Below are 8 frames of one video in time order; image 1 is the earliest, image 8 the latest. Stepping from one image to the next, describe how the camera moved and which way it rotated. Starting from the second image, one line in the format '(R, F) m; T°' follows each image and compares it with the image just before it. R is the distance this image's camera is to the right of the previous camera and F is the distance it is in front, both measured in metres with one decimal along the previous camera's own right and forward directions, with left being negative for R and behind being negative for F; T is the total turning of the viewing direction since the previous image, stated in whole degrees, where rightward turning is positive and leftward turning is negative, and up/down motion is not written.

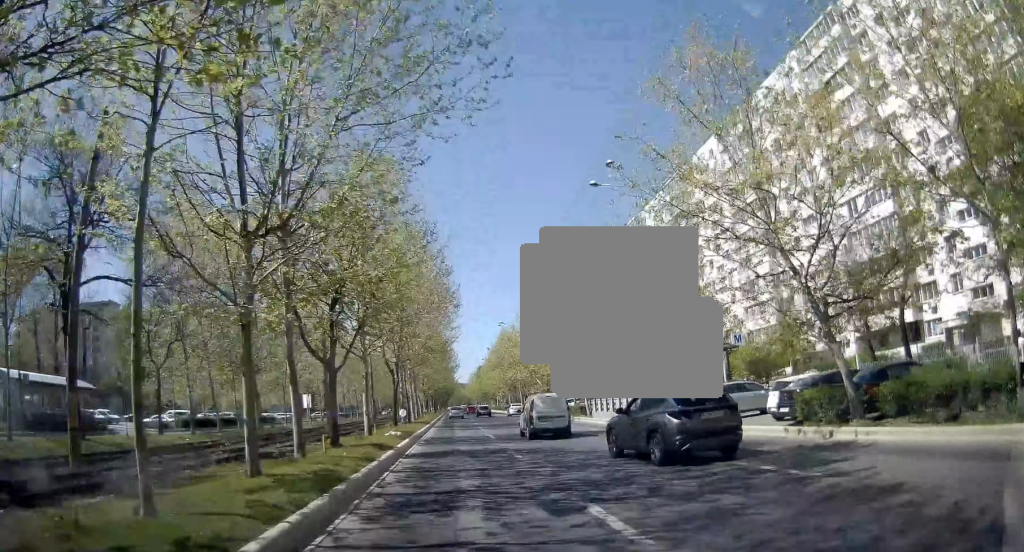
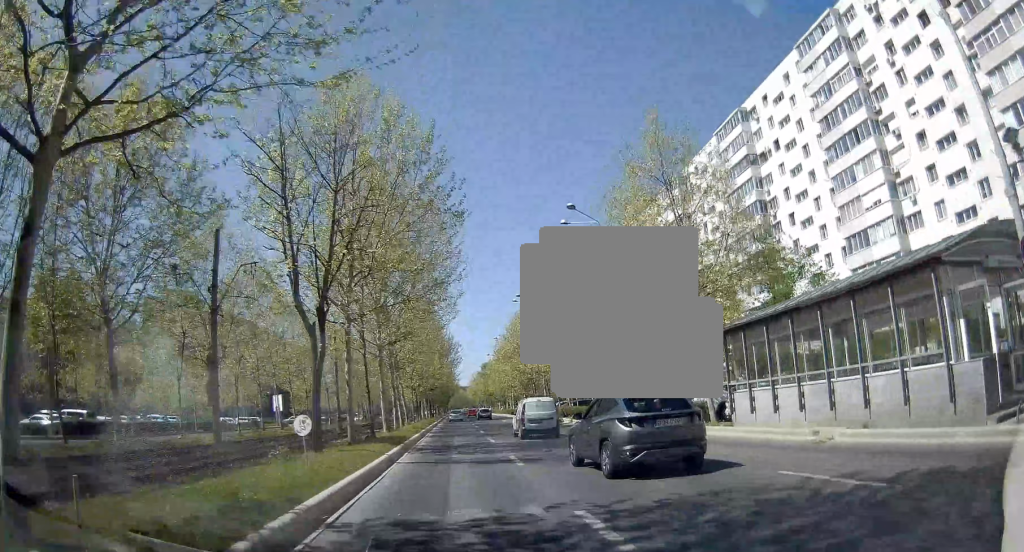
(-0.1, +22.0) m; -1°
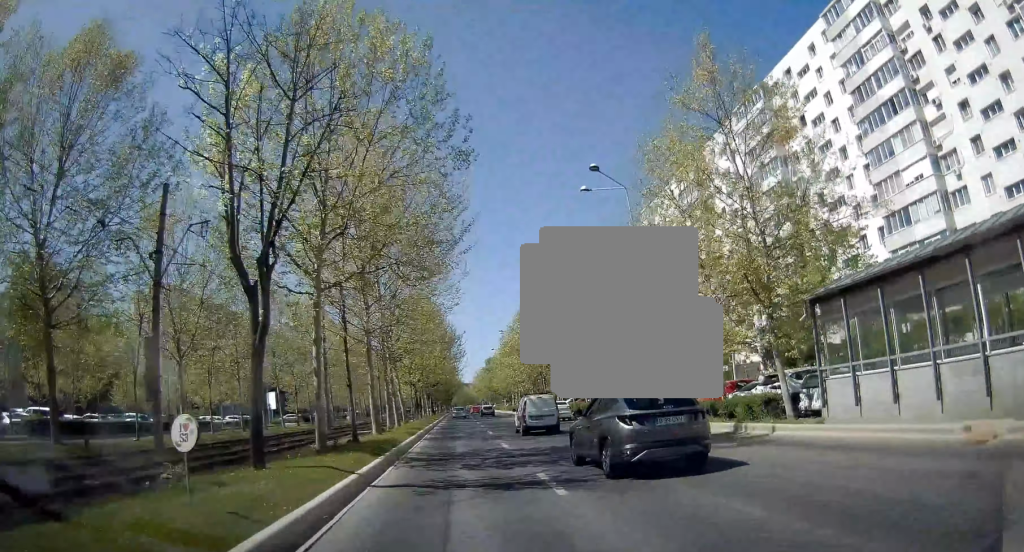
(0.0, +5.7) m; 0°
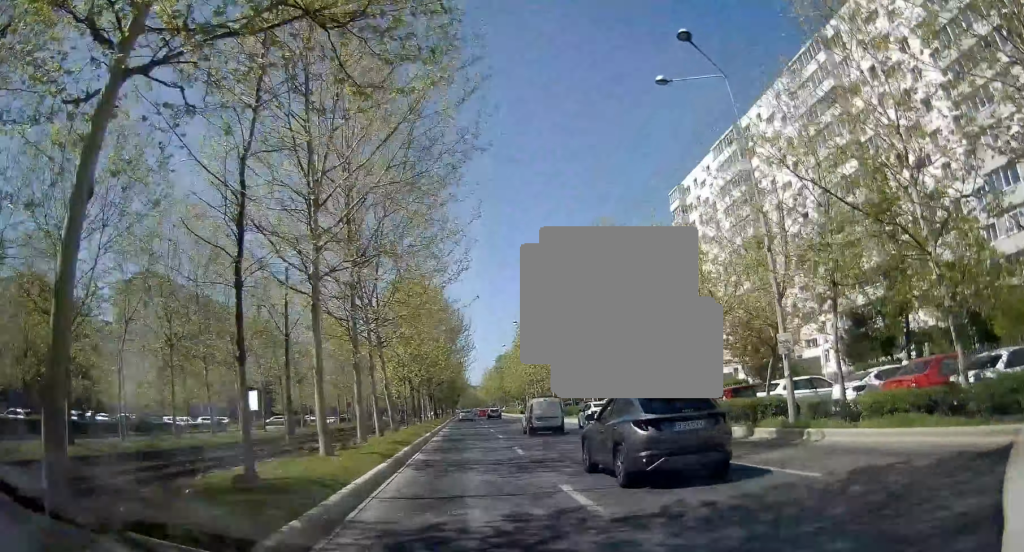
(0.0, +12.3) m; 0°
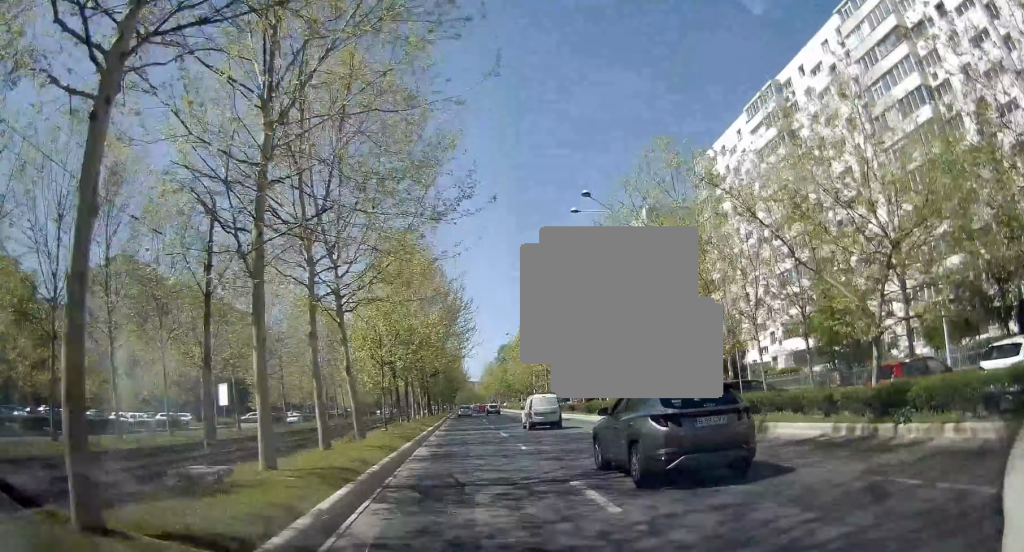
(0.0, +11.3) m; 0°
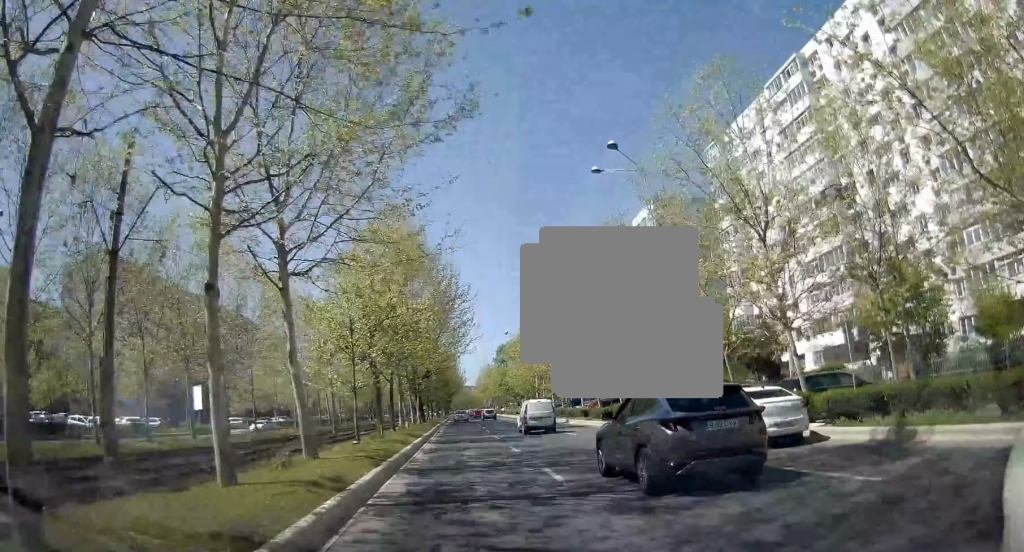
(0.0, +7.1) m; -1°
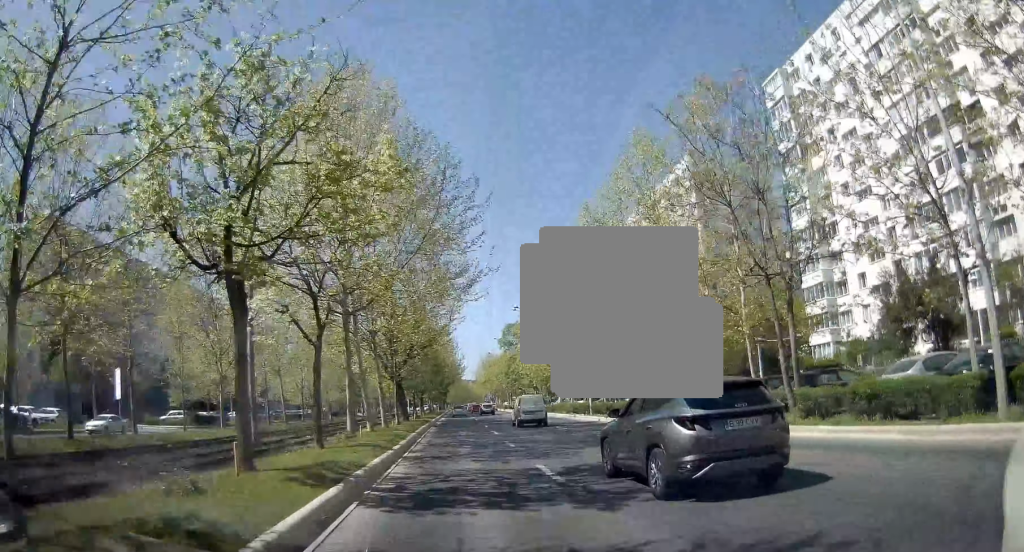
(-0.5, +18.3) m; +1°
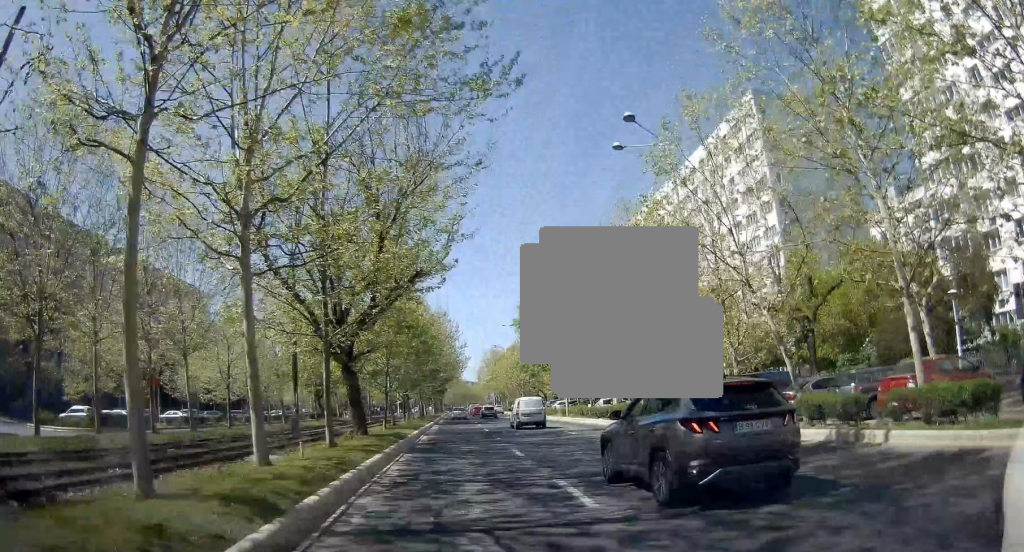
(+0.6, +20.9) m; -1°
